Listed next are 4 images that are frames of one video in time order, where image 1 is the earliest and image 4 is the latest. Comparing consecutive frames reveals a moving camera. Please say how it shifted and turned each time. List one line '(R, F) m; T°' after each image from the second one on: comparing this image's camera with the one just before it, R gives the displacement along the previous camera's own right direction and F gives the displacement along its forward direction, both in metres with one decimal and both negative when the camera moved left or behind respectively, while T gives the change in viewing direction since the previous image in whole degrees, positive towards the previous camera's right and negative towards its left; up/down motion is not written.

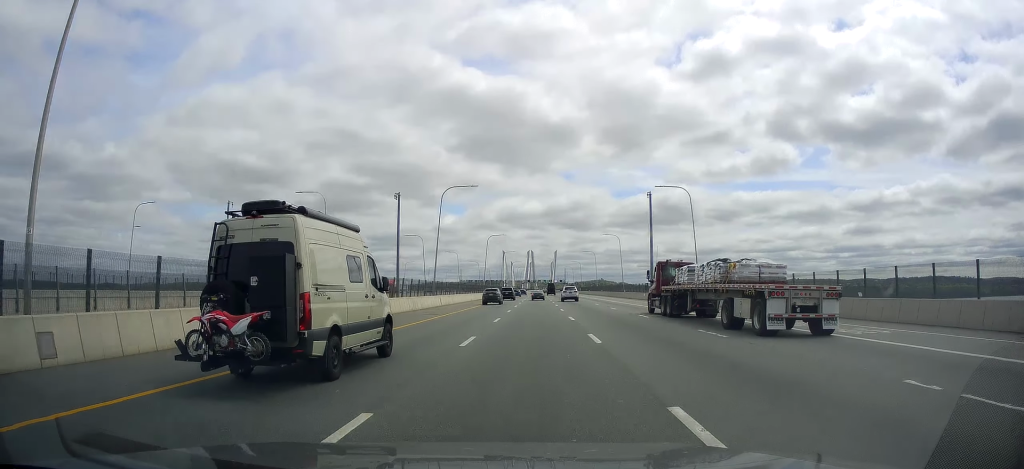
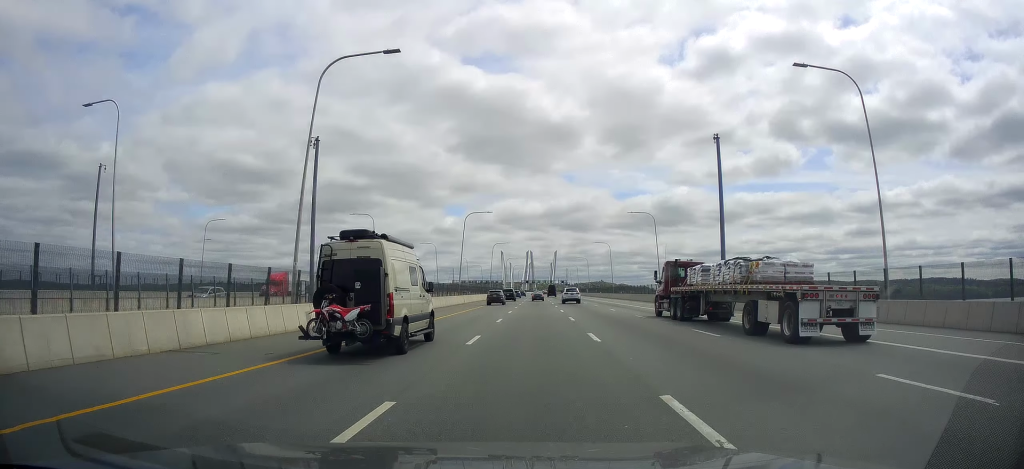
(+0.3, +35.0) m; 0°
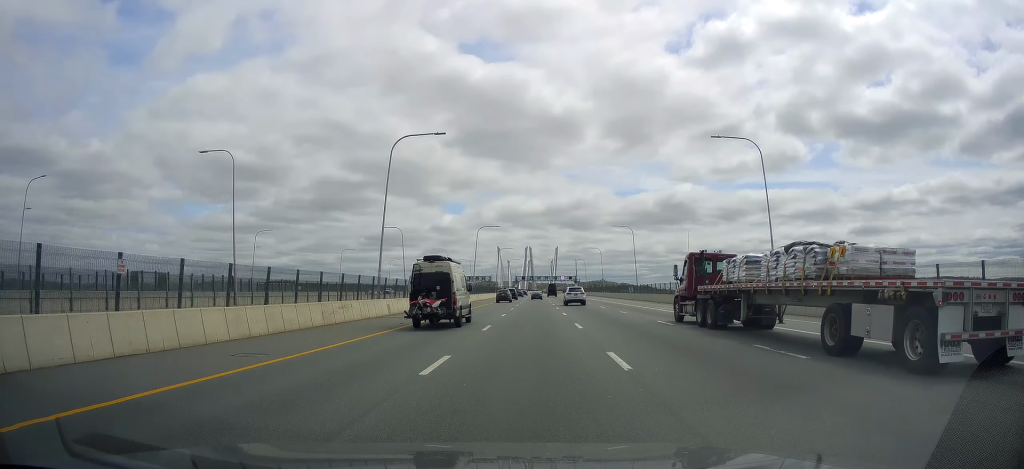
(-0.9, +90.7) m; 0°
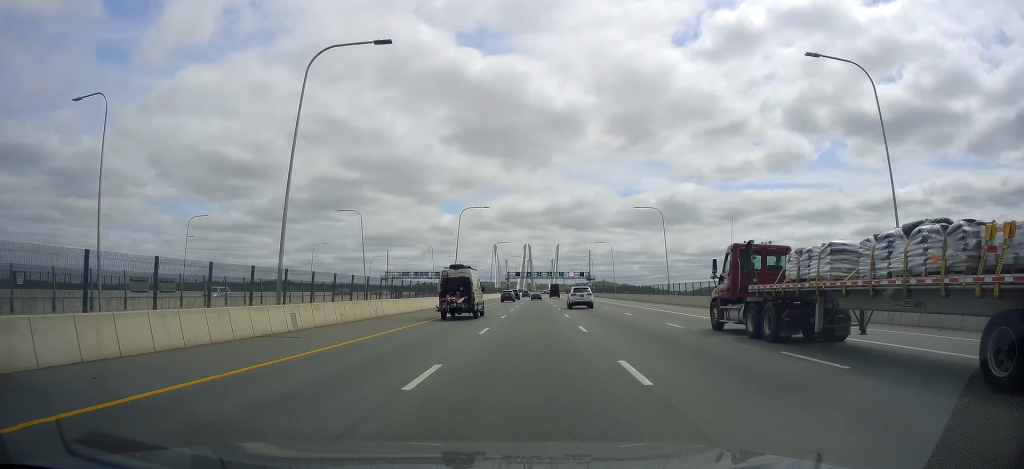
(-0.7, +74.2) m; -1°
